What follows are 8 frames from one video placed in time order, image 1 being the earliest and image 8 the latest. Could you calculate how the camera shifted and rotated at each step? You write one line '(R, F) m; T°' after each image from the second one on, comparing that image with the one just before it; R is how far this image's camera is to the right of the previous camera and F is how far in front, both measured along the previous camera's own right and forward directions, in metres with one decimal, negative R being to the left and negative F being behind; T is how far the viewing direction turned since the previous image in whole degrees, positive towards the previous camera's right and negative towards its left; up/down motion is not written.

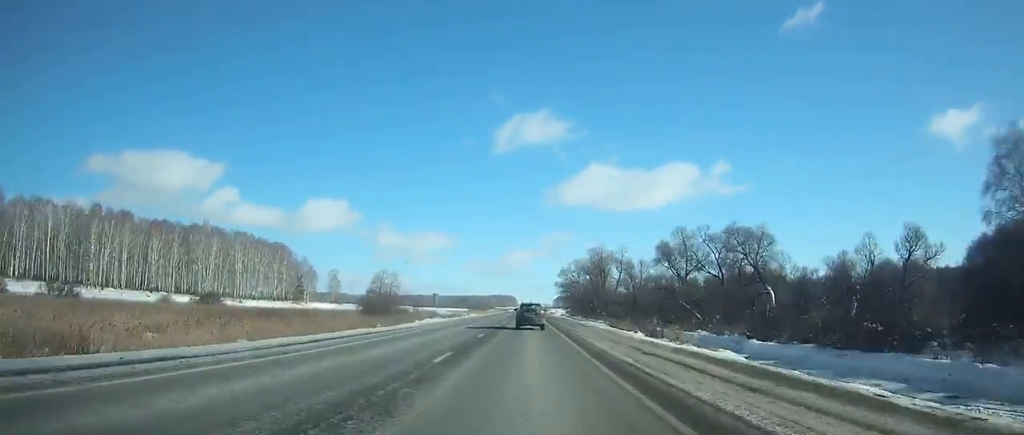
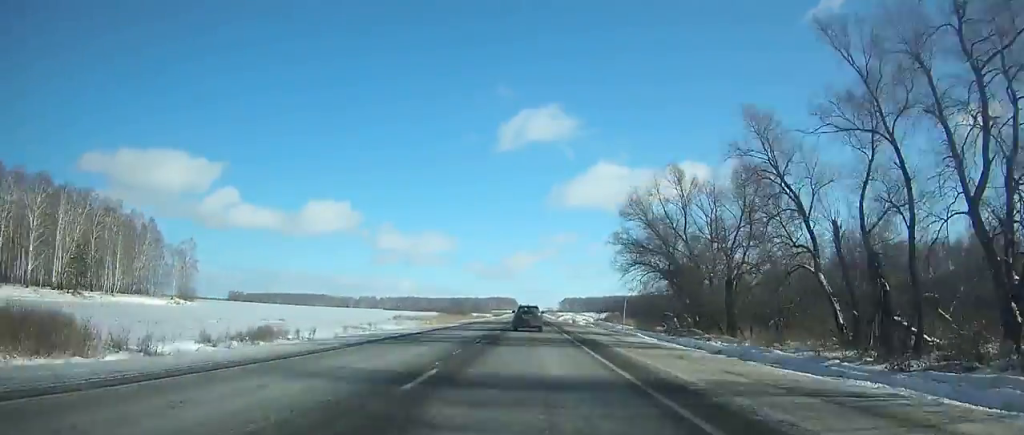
(-0.3, +125.5) m; 0°
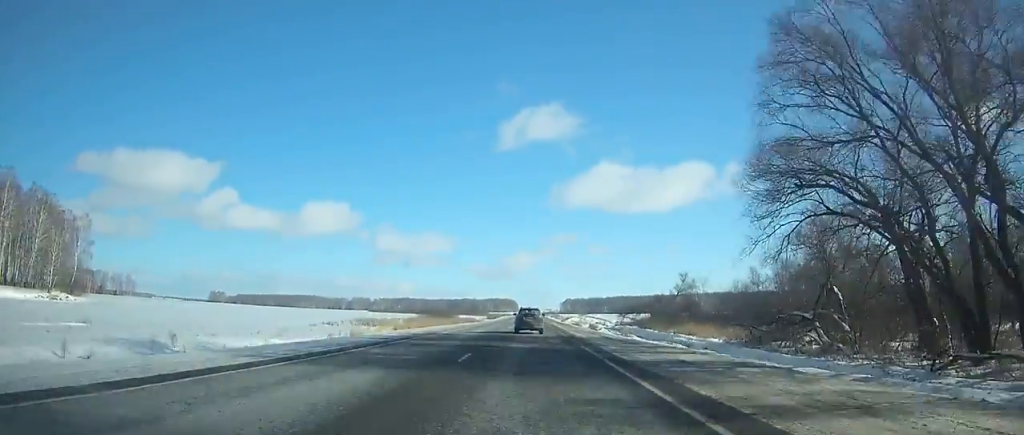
(0.0, +43.1) m; 0°
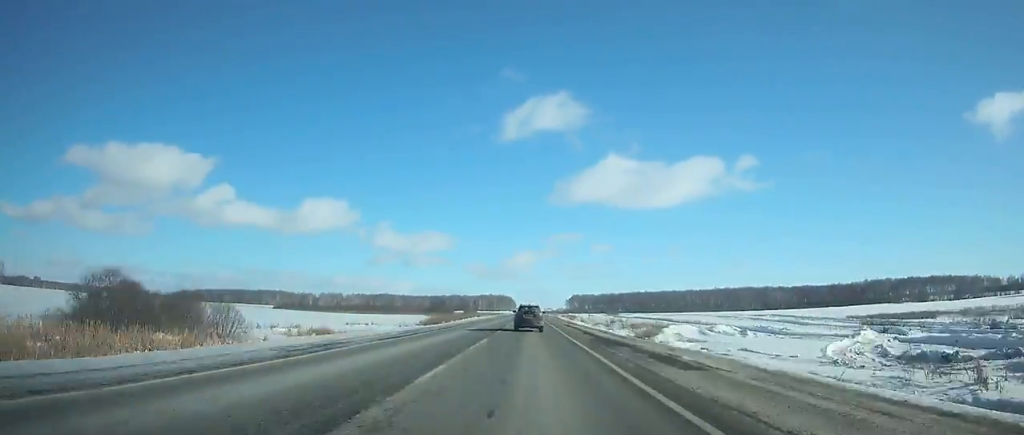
(+0.2, +149.8) m; 0°
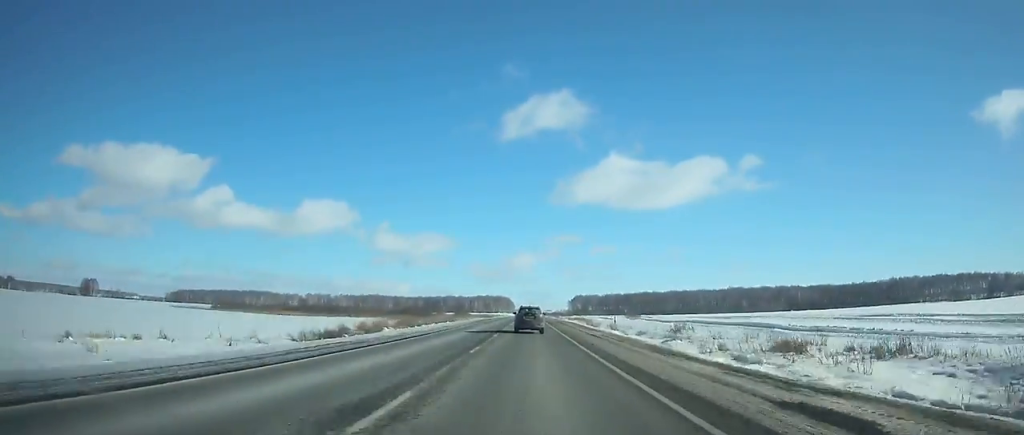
(0.0, +51.9) m; 0°
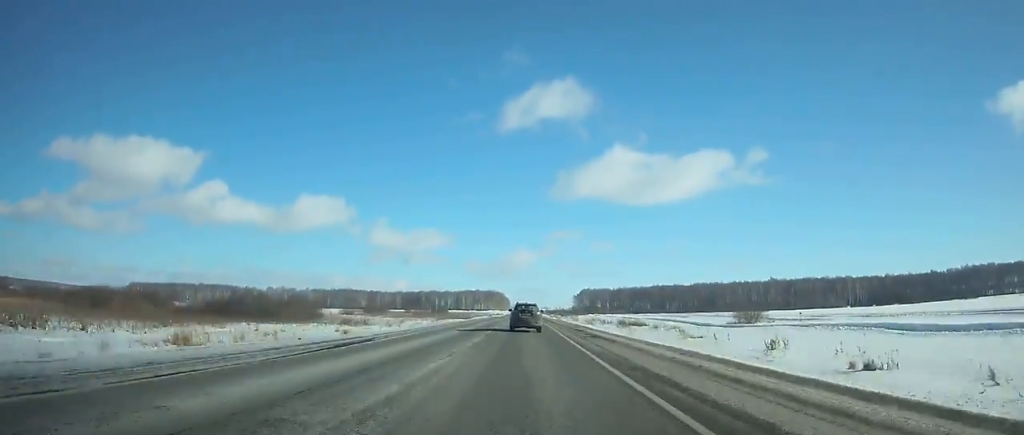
(+0.1, +114.8) m; 0°
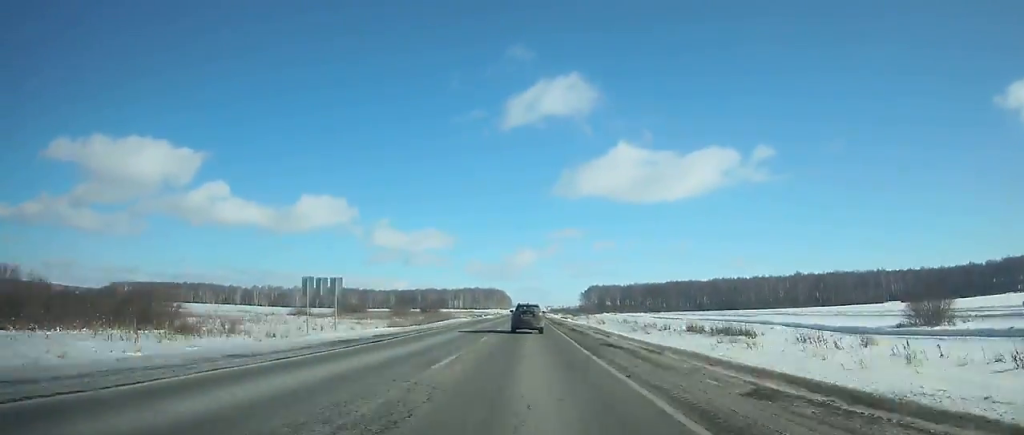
(-0.1, +45.4) m; 0°
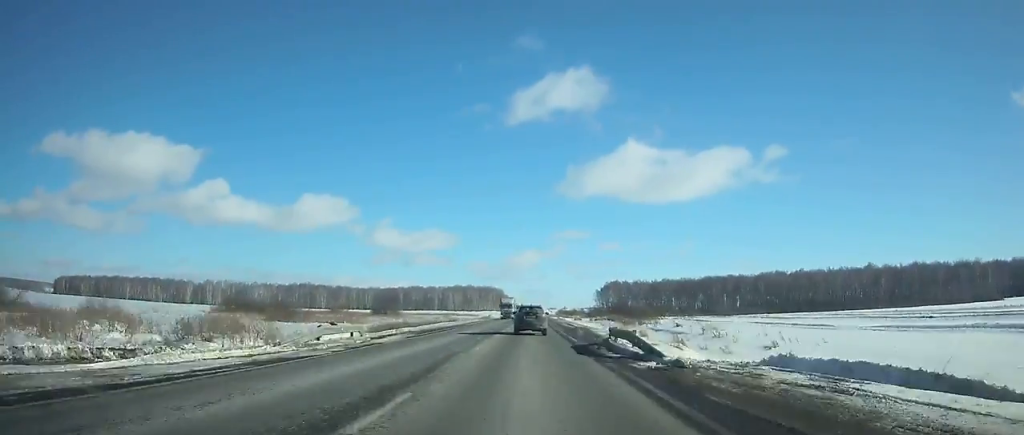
(-0.1, +103.8) m; 0°
